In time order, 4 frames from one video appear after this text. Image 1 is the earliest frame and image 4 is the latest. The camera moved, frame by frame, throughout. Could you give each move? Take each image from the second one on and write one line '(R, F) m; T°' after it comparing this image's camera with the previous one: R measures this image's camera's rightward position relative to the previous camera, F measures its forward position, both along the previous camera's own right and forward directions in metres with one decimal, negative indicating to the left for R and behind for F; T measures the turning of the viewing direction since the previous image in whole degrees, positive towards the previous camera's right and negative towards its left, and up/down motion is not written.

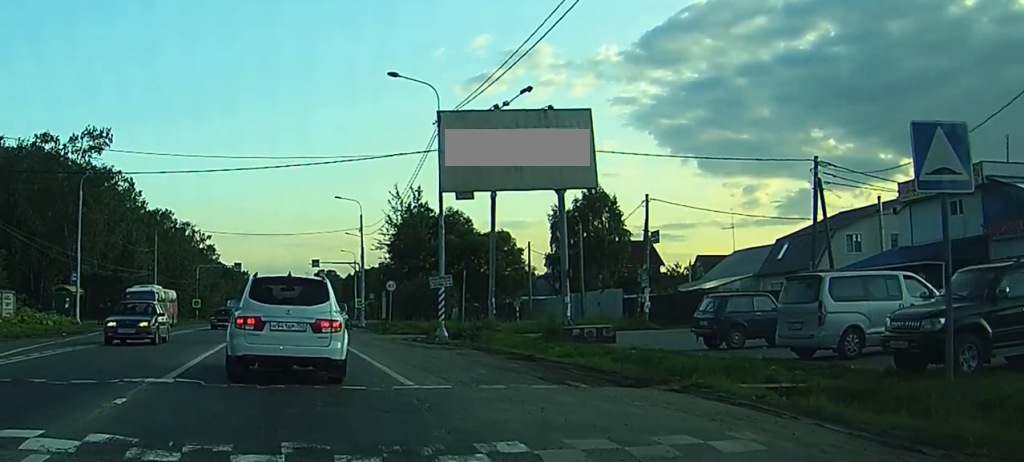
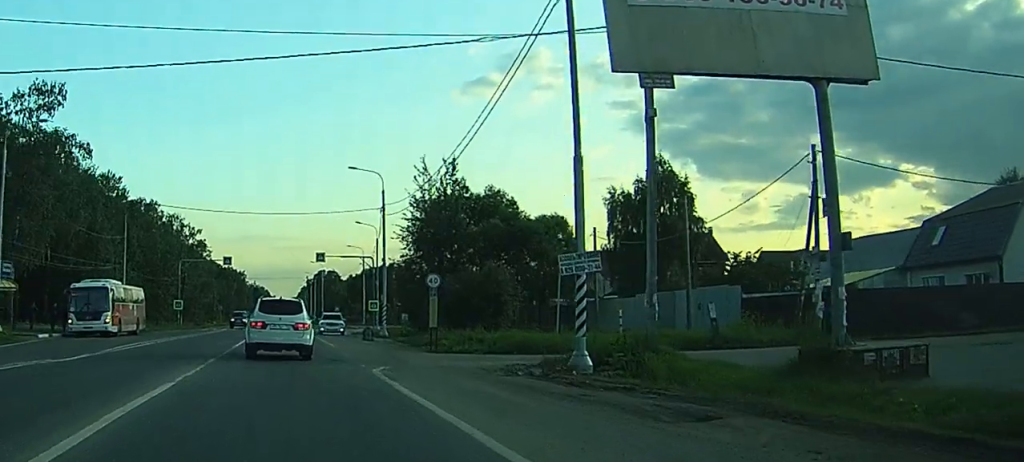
(-1.0, +16.6) m; -1°
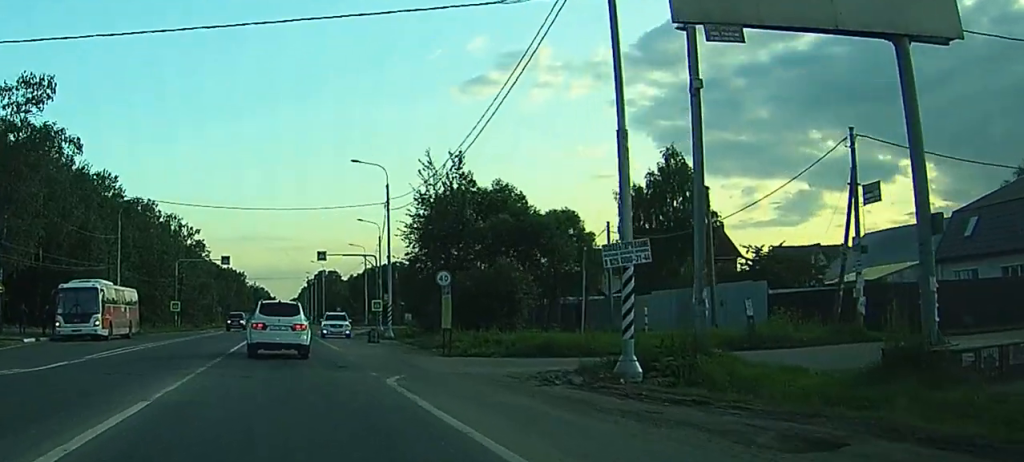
(0.0, +2.5) m; 0°
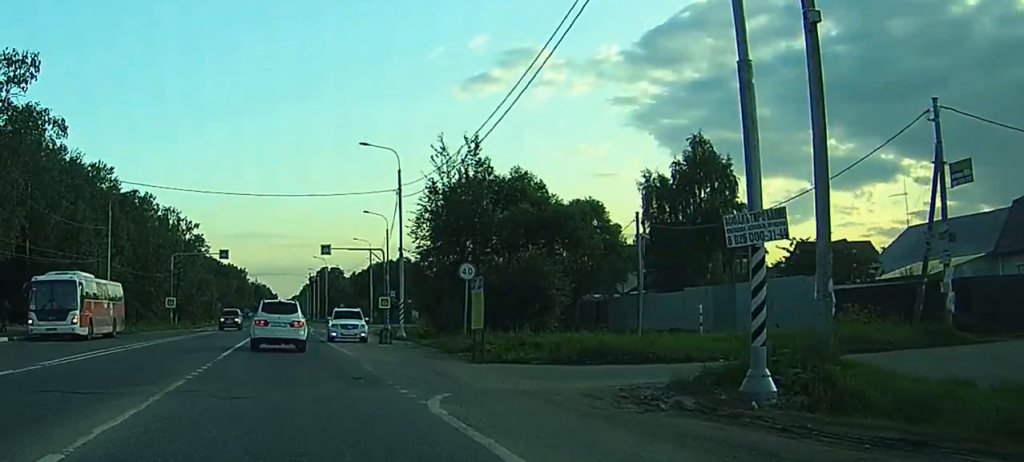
(0.0, +4.3) m; 0°
